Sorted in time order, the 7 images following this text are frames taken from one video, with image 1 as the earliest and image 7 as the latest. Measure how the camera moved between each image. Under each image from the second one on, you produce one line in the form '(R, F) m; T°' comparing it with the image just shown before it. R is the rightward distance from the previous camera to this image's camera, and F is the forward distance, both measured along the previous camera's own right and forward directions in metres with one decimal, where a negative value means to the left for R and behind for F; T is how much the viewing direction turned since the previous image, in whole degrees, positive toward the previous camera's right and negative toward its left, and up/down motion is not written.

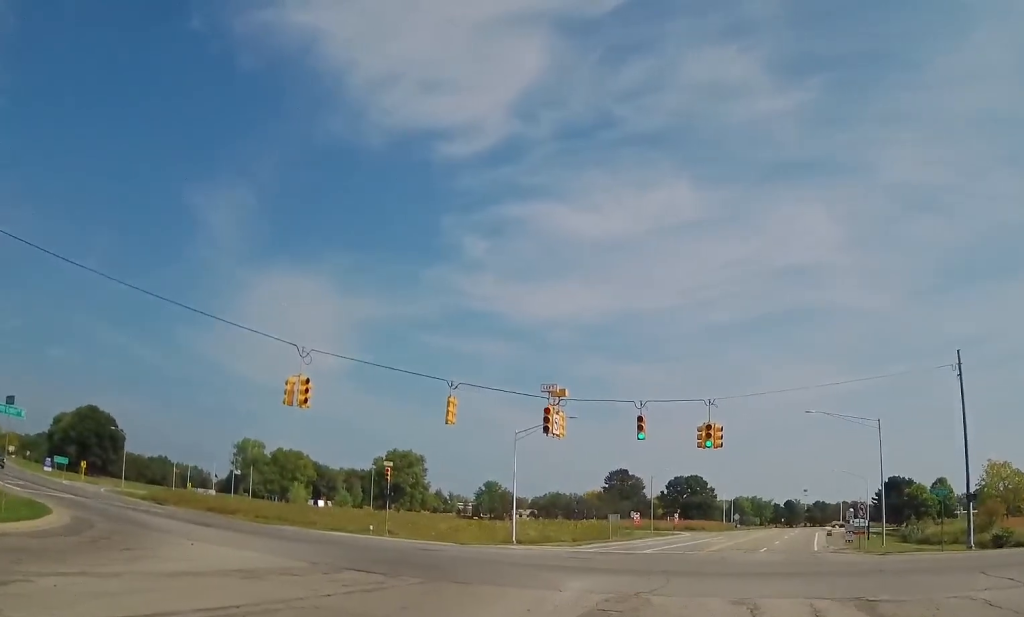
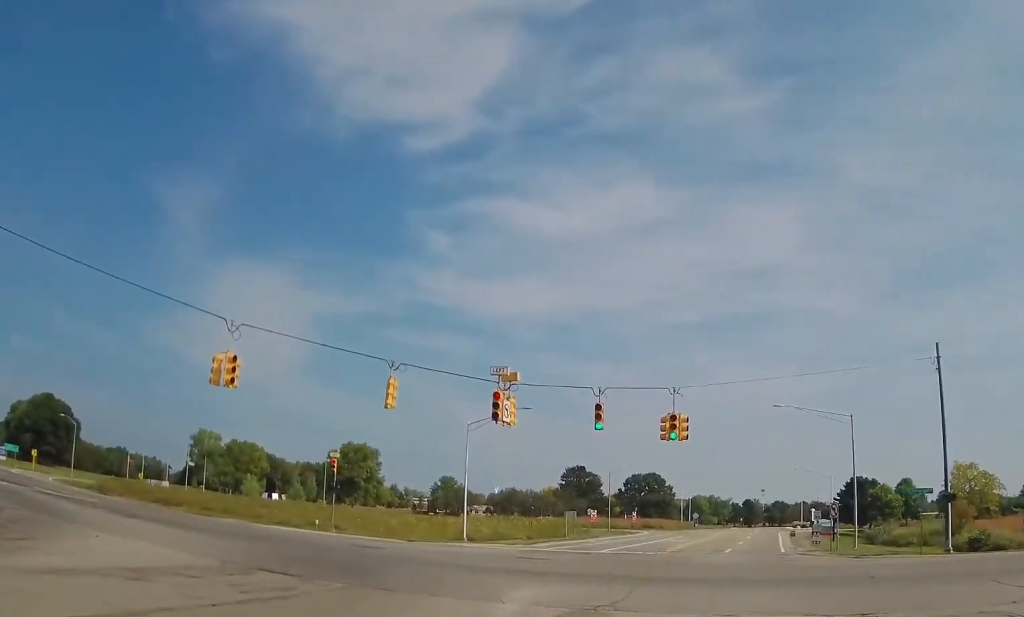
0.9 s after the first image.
(0.0, 0.0) m; 0°
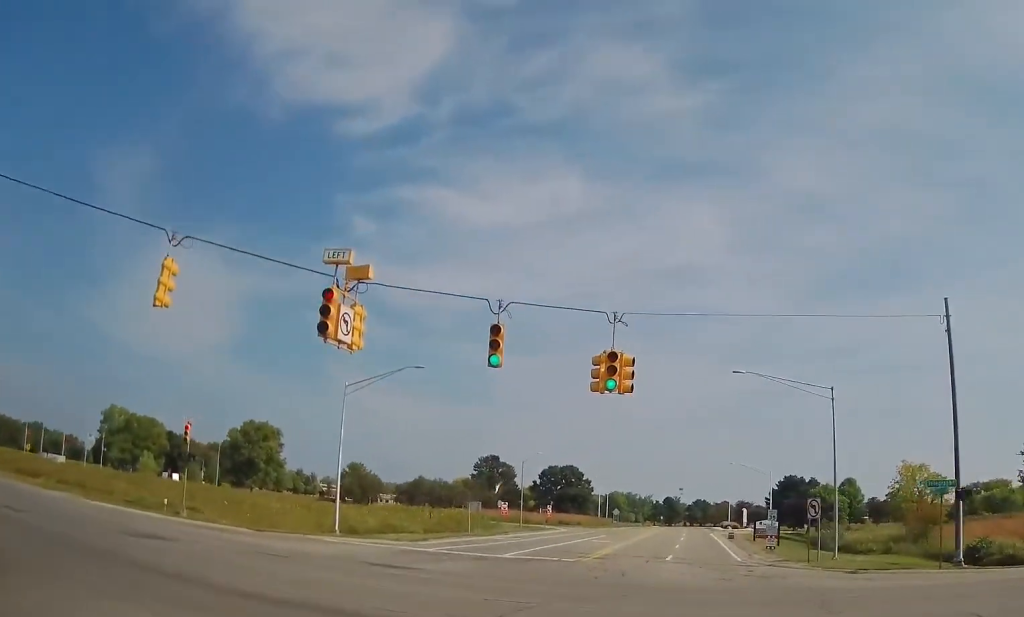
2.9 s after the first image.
(0.0, +4.9) m; 0°
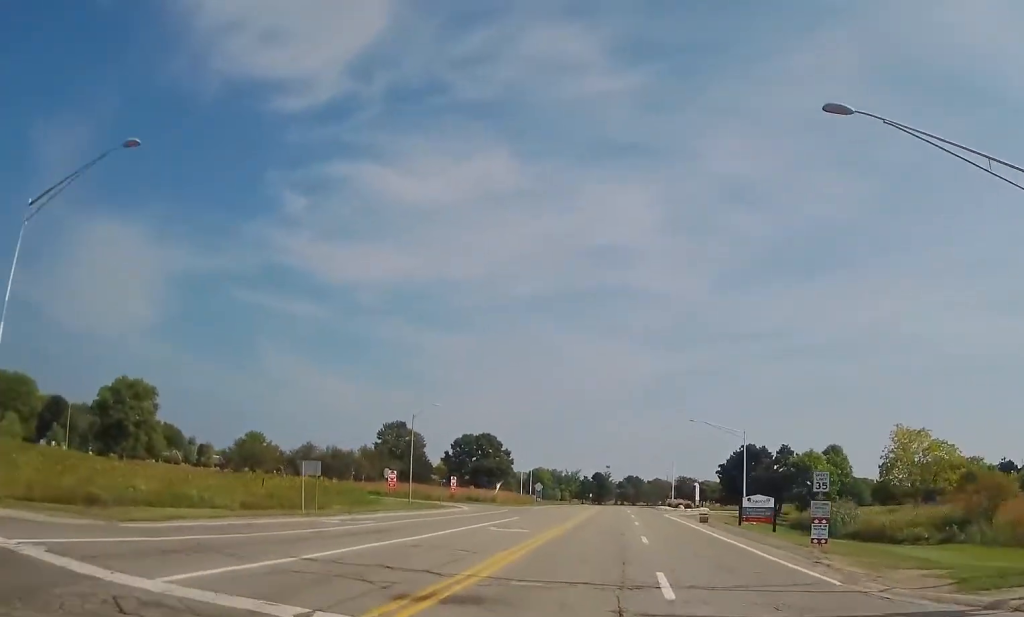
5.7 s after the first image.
(+0.6, +23.1) m; +3°
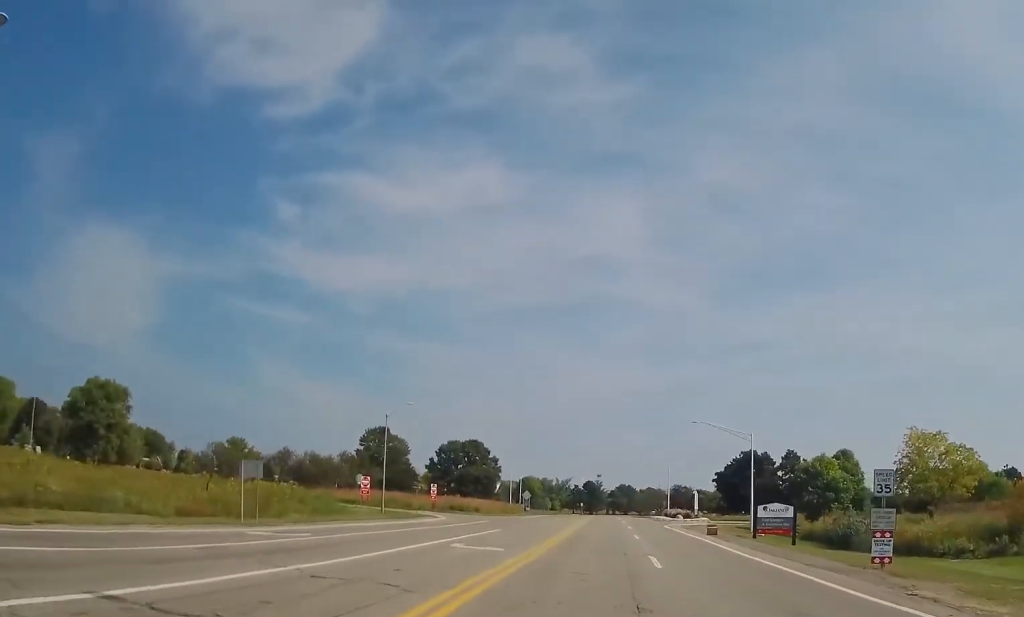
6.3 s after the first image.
(0.0, +6.4) m; +1°
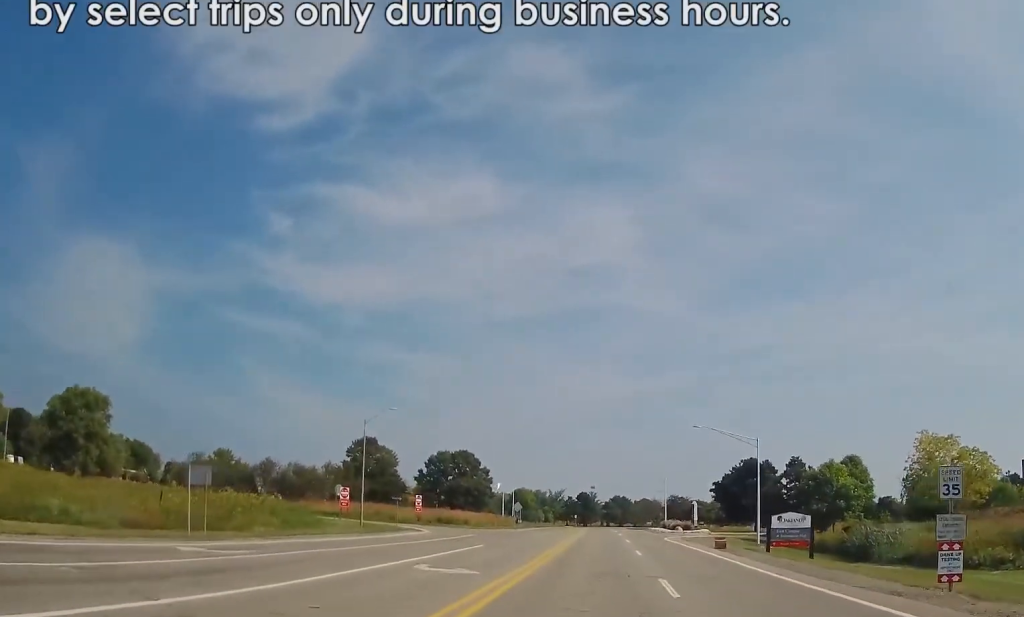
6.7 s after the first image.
(0.0, +4.5) m; +1°
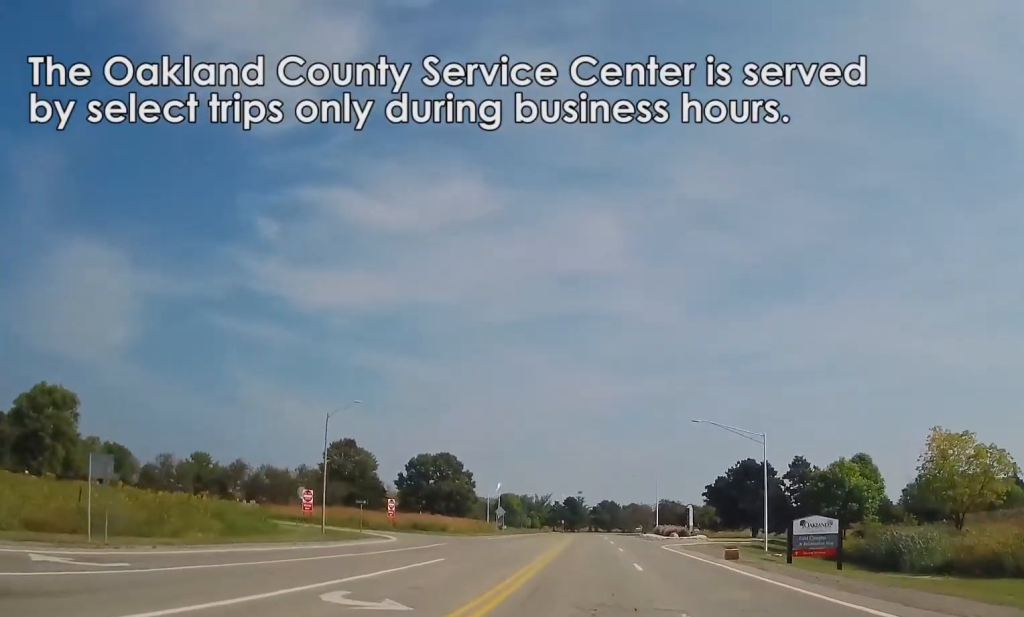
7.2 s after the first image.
(0.0, +6.2) m; +1°
